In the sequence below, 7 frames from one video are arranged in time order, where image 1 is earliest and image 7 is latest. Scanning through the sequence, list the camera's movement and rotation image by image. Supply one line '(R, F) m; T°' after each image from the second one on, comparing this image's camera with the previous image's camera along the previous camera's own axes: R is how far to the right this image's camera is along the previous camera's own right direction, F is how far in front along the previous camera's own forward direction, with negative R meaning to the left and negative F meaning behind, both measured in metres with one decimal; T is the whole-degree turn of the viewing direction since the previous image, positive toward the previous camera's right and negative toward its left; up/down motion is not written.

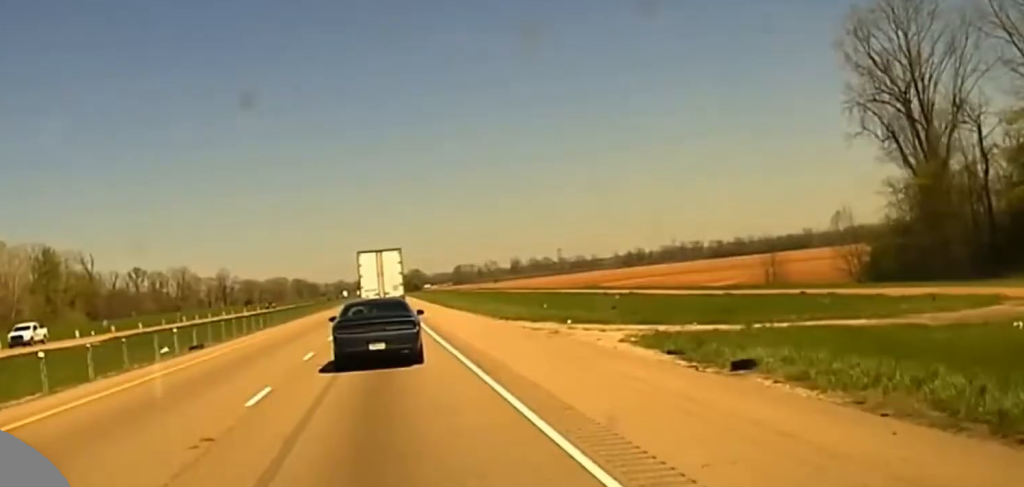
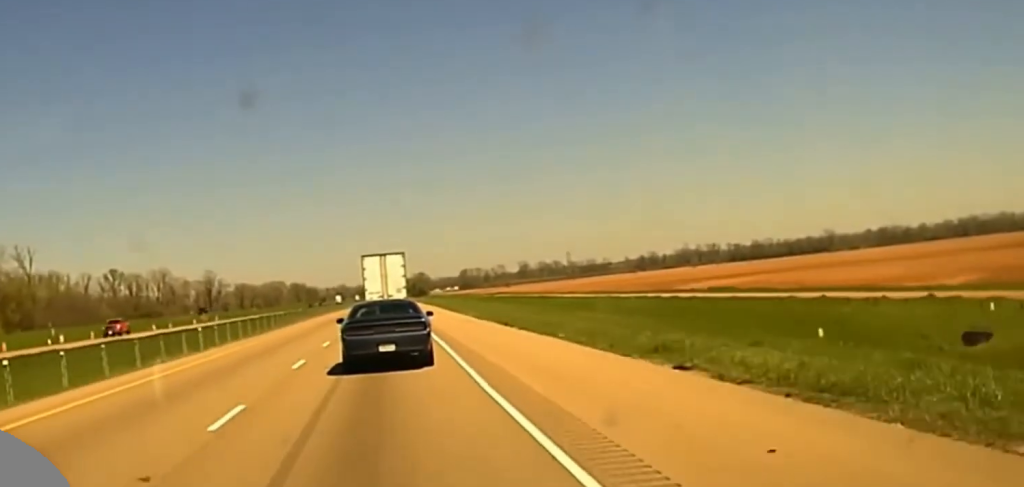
(+0.5, +76.8) m; 0°
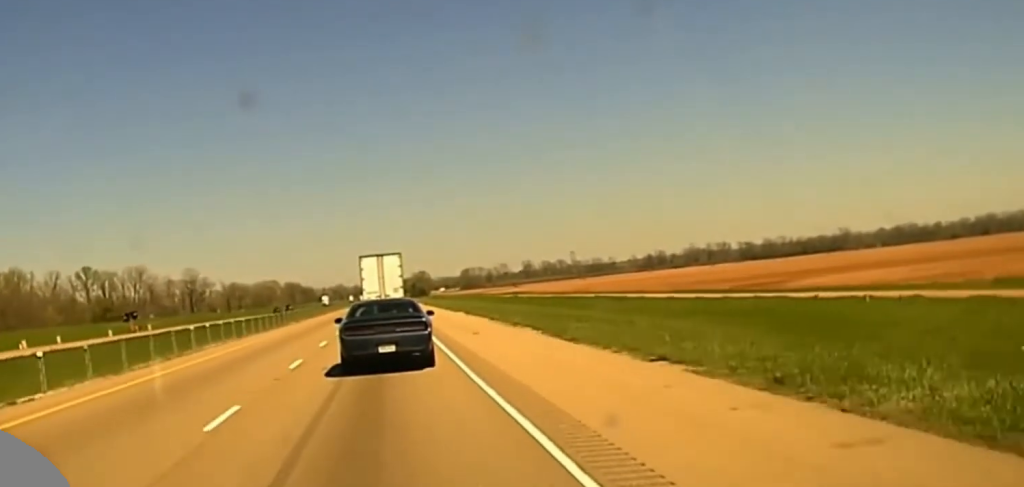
(-0.1, +65.4) m; 0°
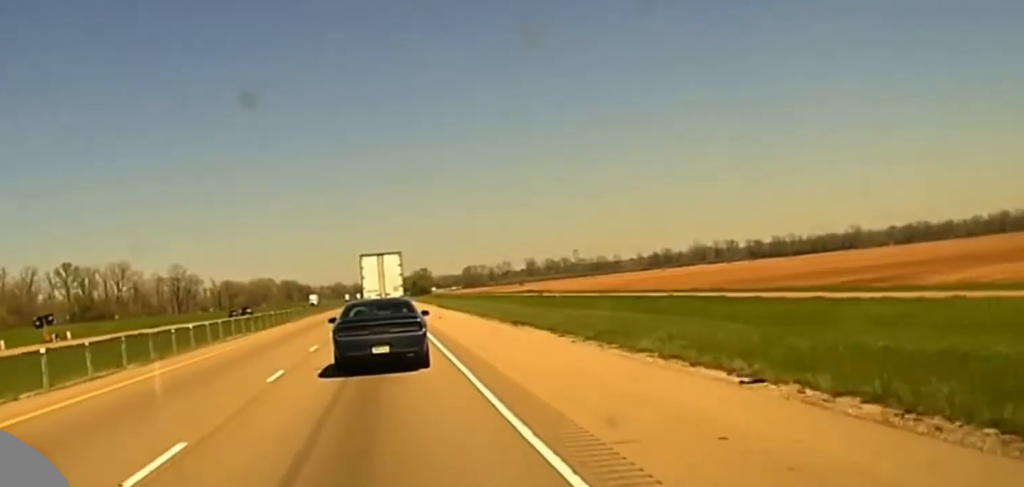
(0.0, +41.6) m; +1°
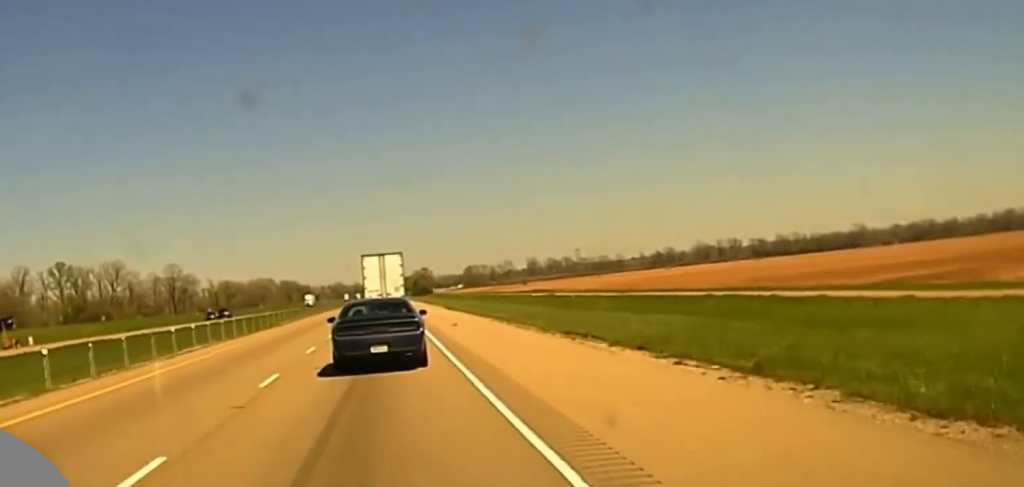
(+0.1, +12.6) m; 0°
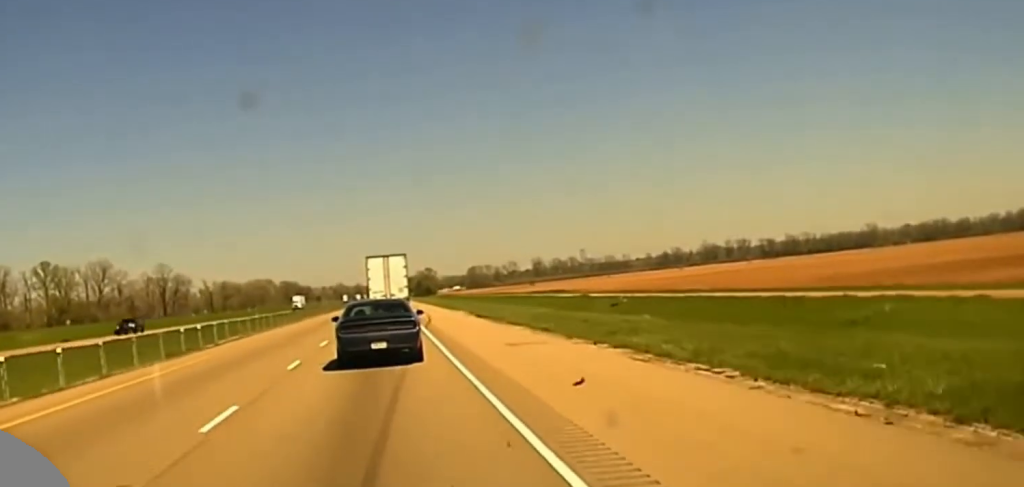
(0.0, +29.5) m; -1°
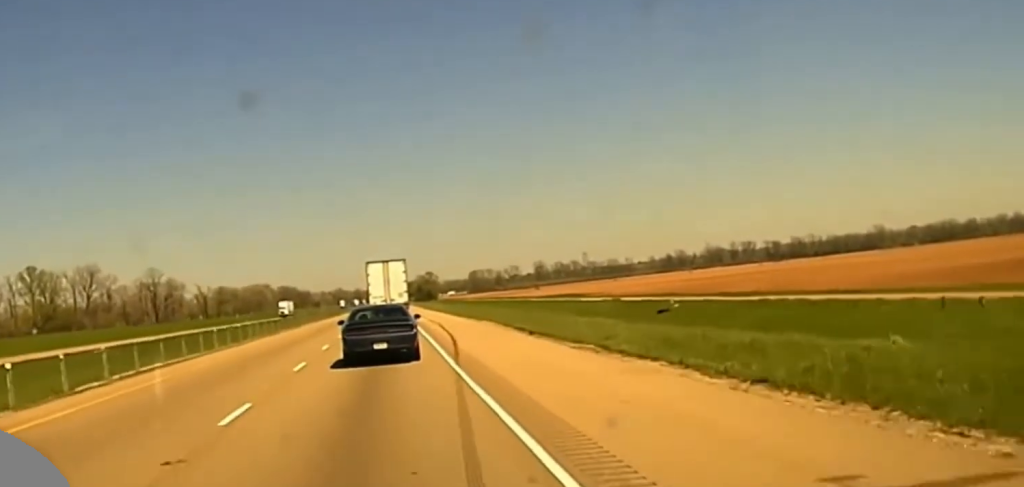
(-0.3, +21.4) m; -1°
